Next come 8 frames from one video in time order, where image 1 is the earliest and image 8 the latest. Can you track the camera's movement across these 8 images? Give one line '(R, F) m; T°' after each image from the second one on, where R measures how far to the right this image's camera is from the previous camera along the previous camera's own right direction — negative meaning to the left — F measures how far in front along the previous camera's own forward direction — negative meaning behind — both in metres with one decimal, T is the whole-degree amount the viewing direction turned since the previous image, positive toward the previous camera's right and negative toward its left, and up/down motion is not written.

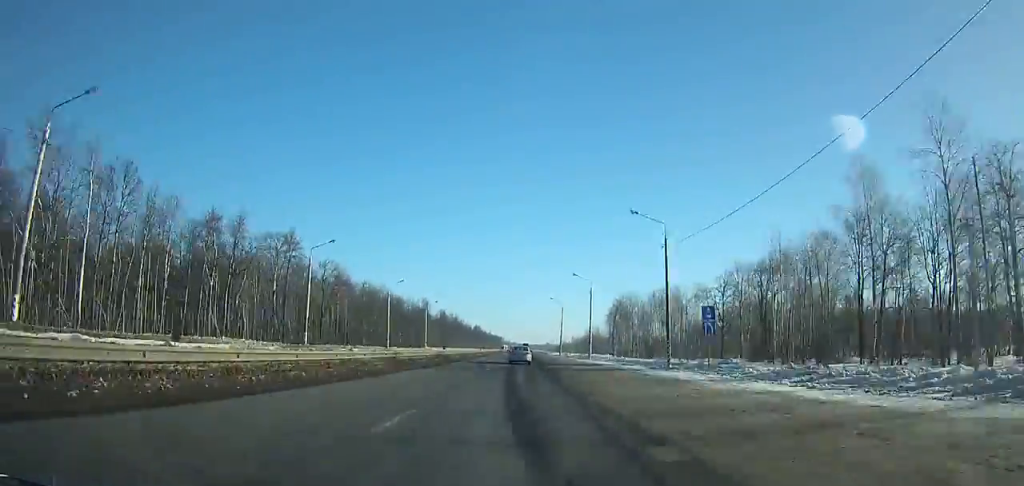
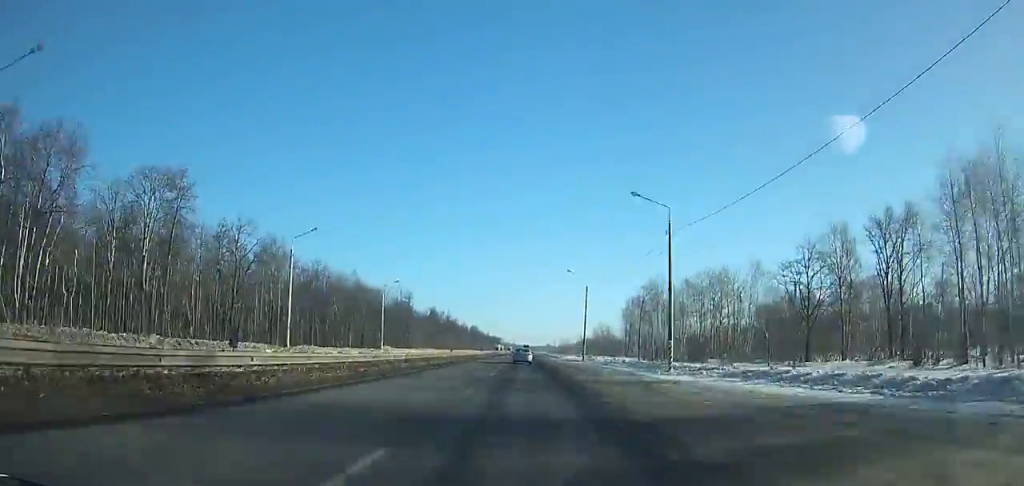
(-0.1, +40.8) m; 0°
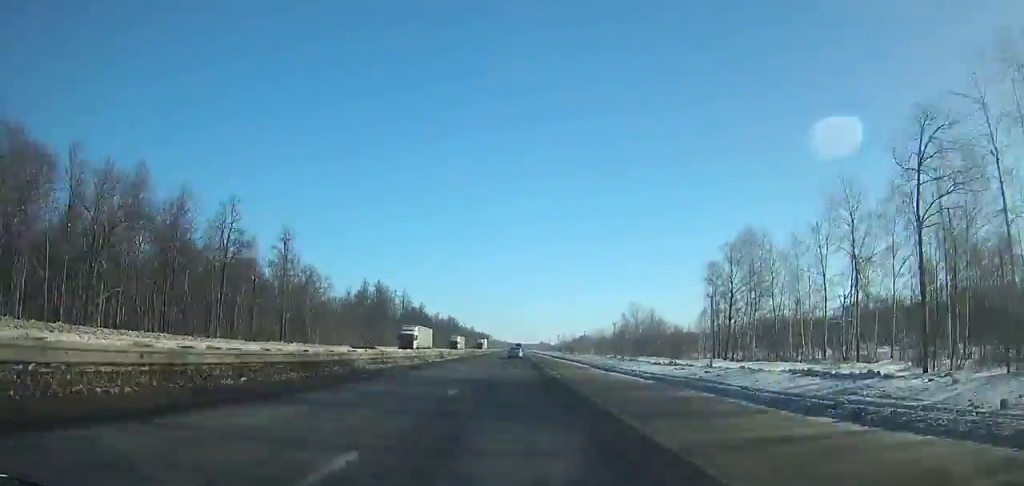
(+1.0, +109.9) m; +1°
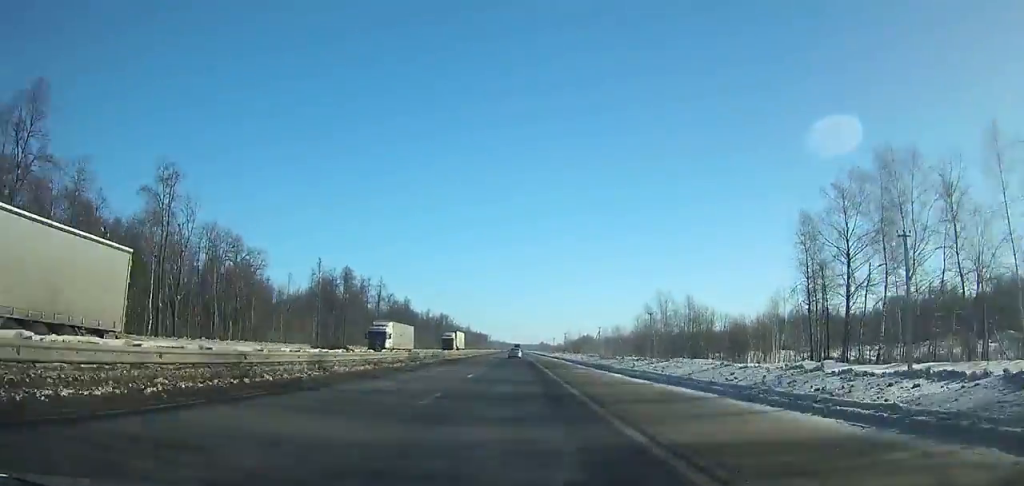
(+0.1, +39.7) m; 0°
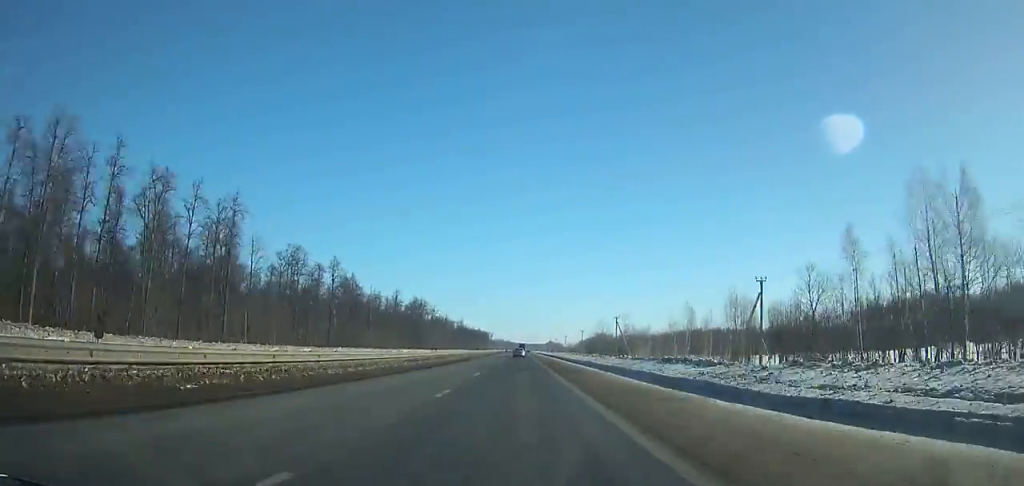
(-0.2, +107.9) m; 0°
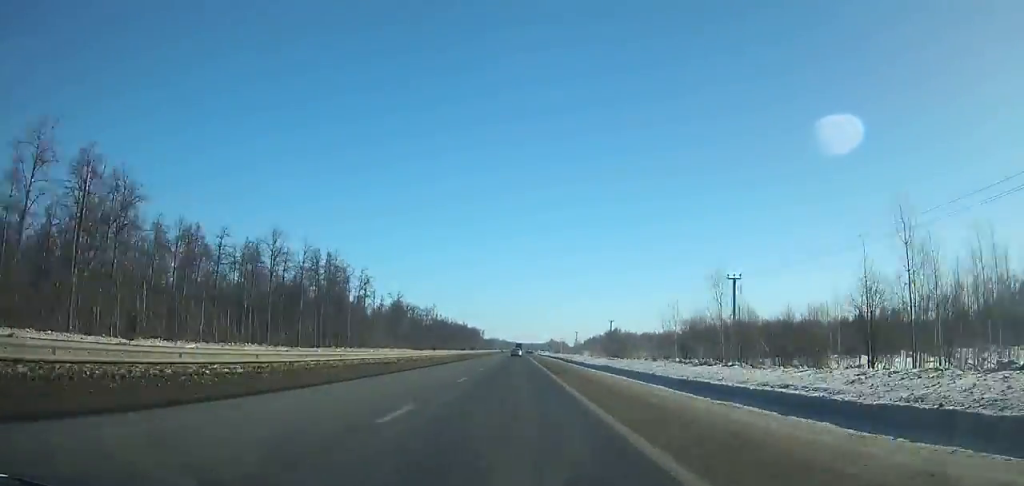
(+0.1, +125.2) m; 0°
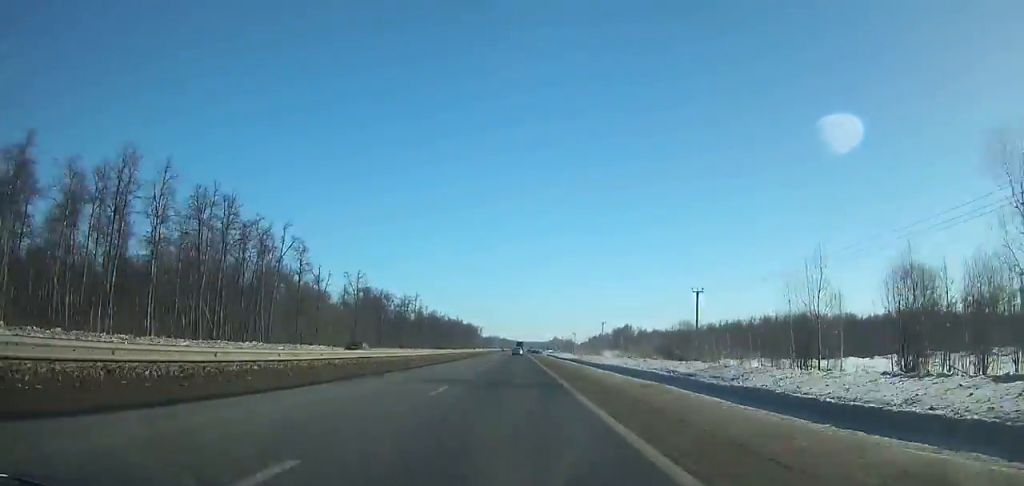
(+0.1, +54.3) m; 0°
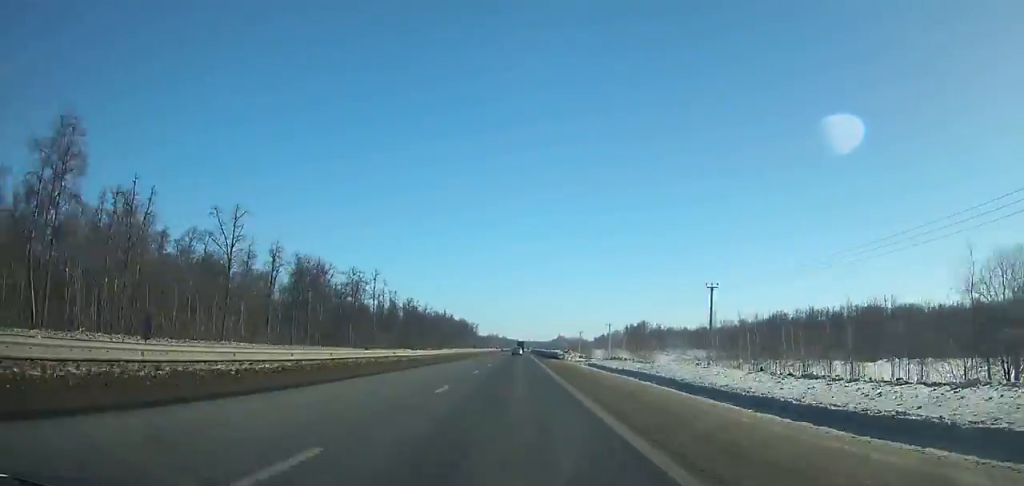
(-0.3, +71.2) m; 0°
